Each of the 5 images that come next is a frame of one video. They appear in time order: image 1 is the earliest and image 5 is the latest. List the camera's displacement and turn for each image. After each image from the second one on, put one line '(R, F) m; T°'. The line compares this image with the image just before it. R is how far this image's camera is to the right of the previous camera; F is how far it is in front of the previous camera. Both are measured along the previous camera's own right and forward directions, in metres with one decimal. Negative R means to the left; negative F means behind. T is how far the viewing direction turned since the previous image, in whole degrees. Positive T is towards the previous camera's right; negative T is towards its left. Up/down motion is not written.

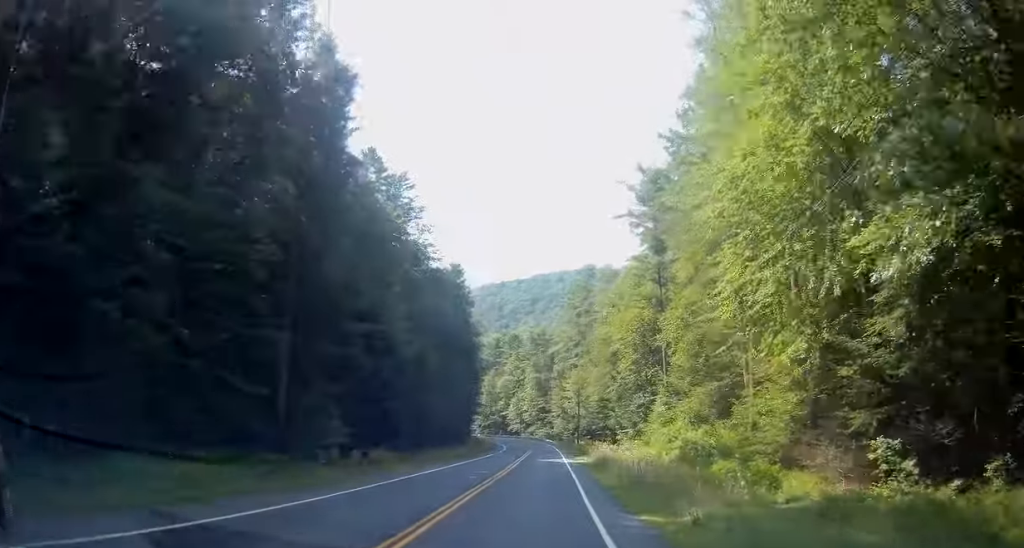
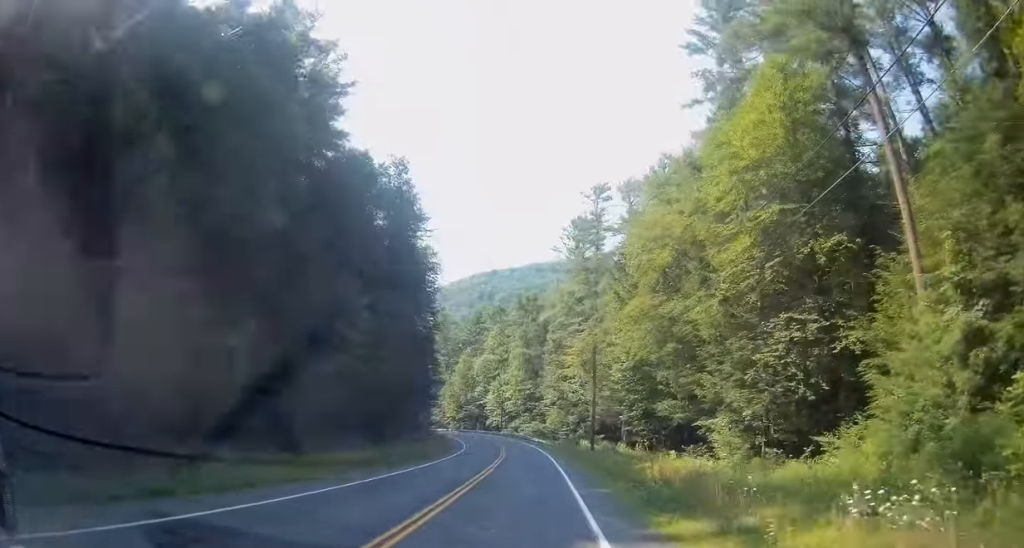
(0.0, +39.4) m; 0°
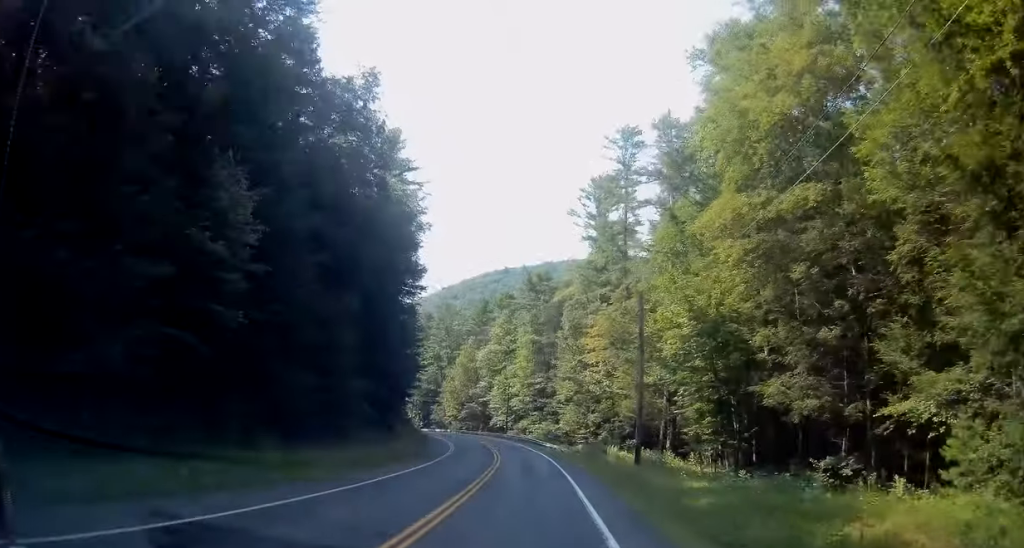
(0.0, +18.0) m; -1°
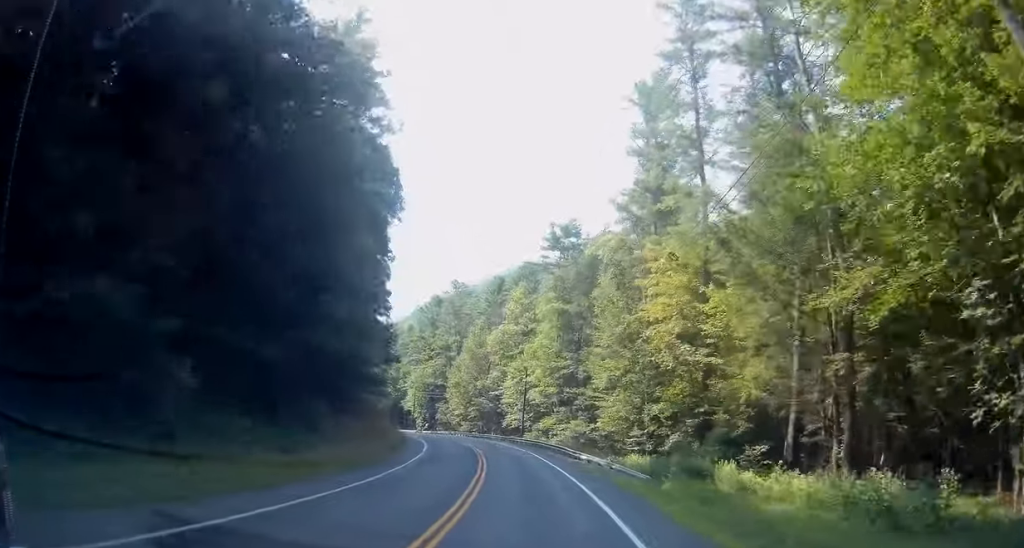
(-0.4, +25.3) m; -2°
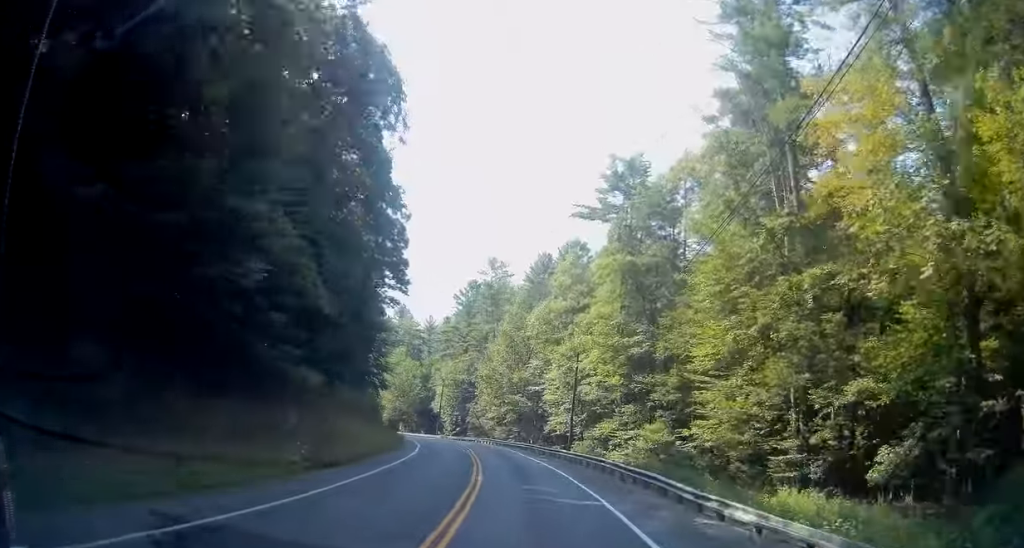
(-0.3, +22.2) m; -2°
